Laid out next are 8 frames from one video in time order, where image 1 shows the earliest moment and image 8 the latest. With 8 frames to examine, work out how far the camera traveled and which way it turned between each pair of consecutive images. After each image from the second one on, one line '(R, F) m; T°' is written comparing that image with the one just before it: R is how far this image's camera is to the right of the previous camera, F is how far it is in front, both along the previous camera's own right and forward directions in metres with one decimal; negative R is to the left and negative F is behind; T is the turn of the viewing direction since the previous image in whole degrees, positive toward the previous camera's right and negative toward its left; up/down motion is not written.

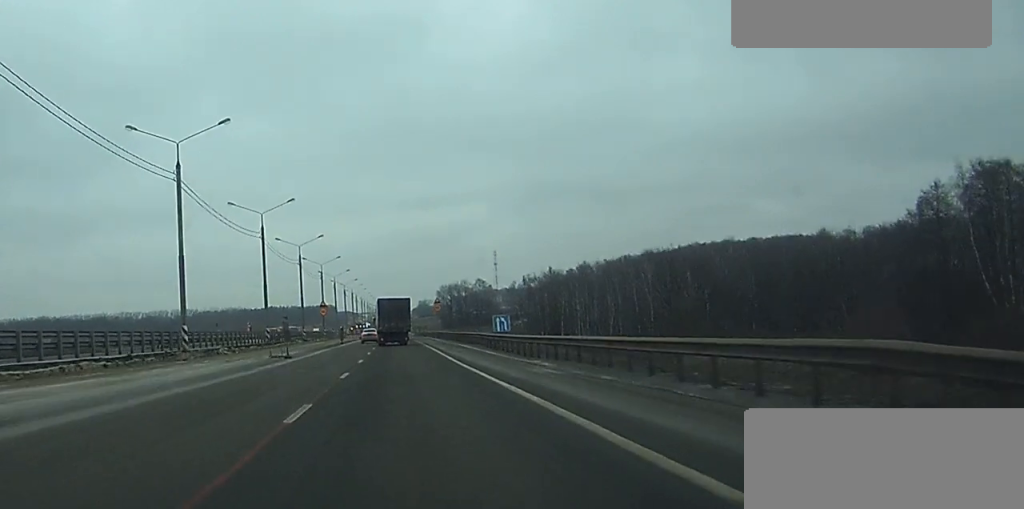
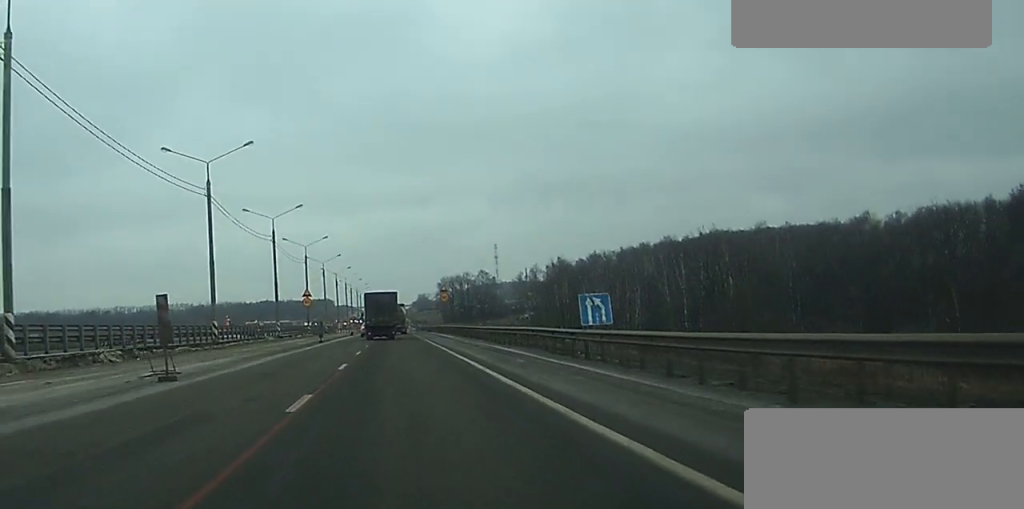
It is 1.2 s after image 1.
(0.0, +23.6) m; 0°
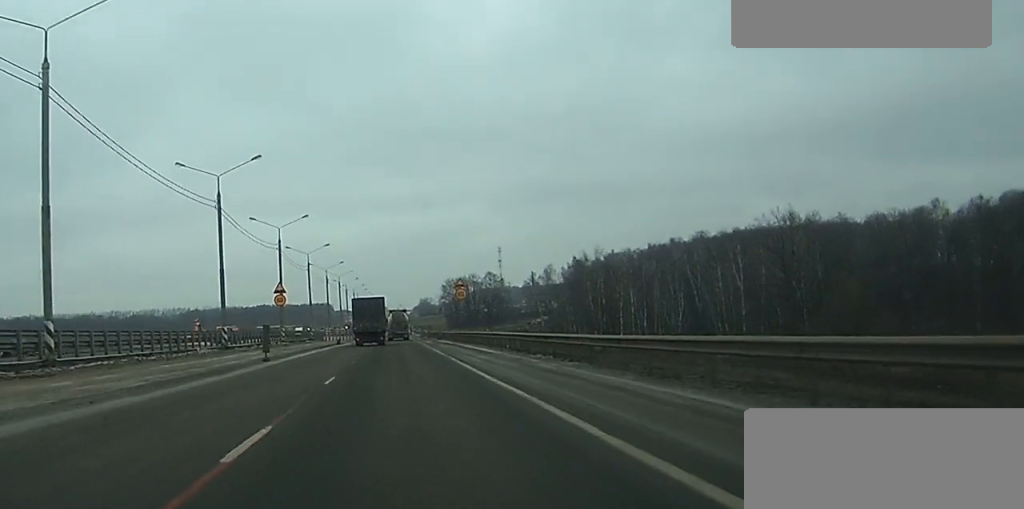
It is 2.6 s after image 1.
(0.0, +28.8) m; 0°
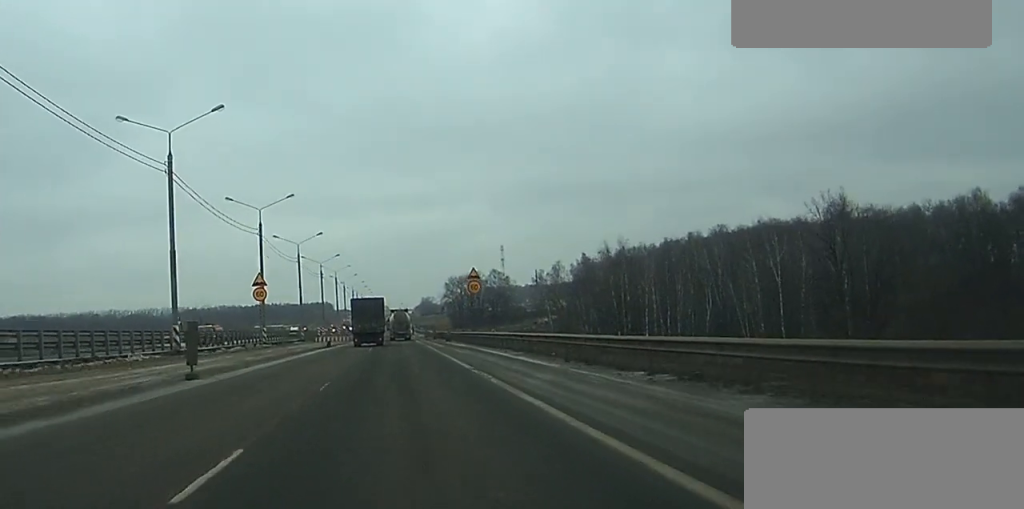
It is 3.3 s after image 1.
(0.0, +14.1) m; 0°
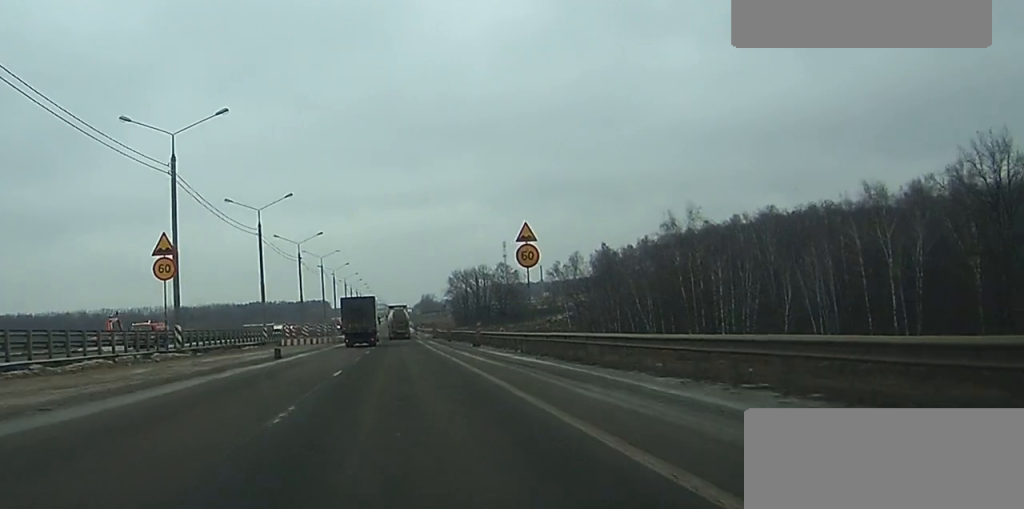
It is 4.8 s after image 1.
(-0.1, +30.9) m; 0°
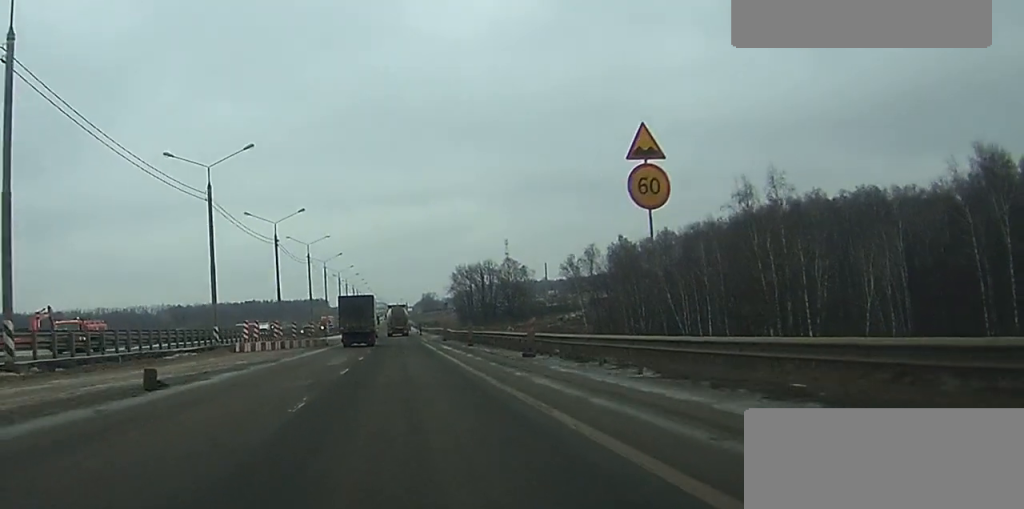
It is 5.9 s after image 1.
(0.0, +21.6) m; 0°
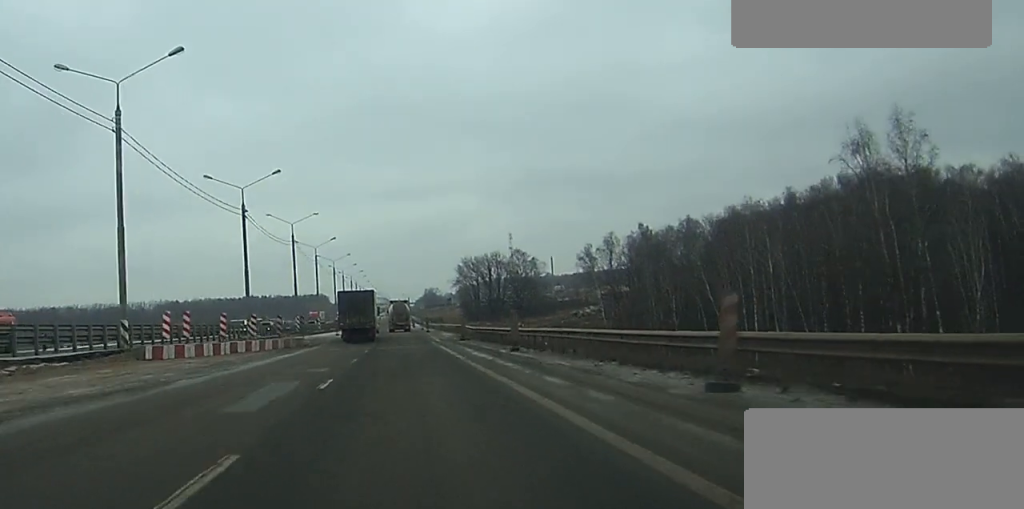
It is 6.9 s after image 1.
(+0.1, +20.2) m; 0°
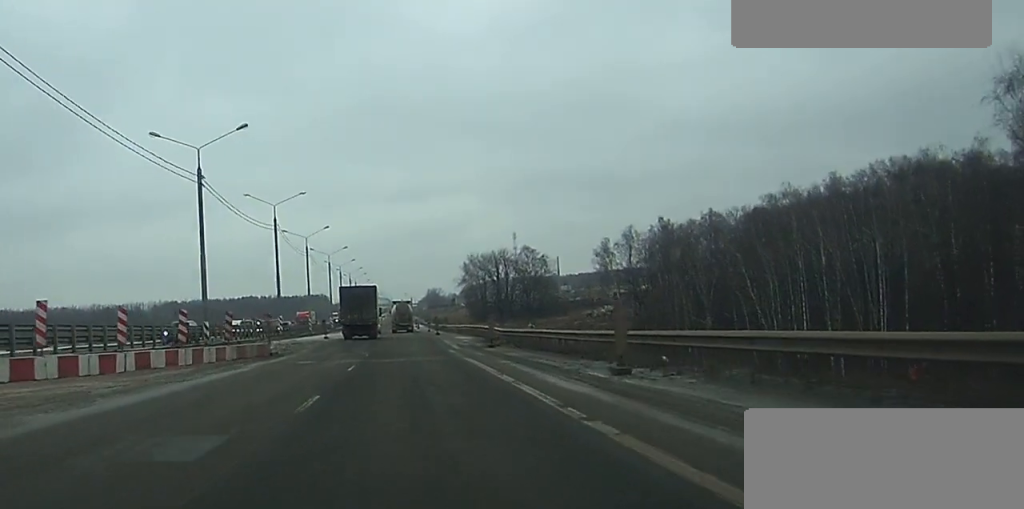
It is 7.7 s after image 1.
(0.0, +16.8) m; 0°
